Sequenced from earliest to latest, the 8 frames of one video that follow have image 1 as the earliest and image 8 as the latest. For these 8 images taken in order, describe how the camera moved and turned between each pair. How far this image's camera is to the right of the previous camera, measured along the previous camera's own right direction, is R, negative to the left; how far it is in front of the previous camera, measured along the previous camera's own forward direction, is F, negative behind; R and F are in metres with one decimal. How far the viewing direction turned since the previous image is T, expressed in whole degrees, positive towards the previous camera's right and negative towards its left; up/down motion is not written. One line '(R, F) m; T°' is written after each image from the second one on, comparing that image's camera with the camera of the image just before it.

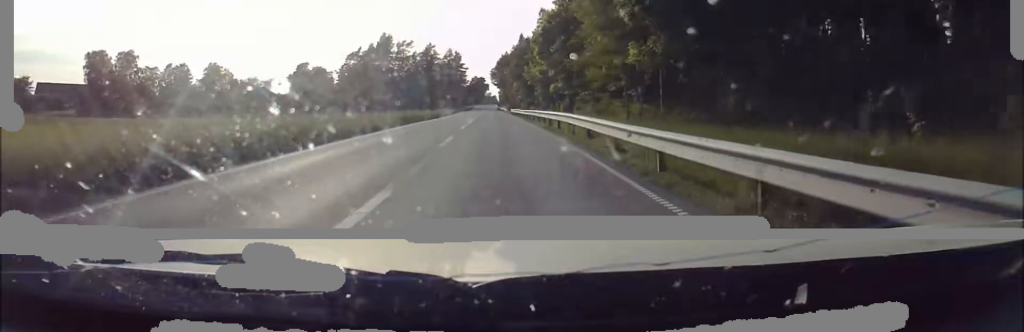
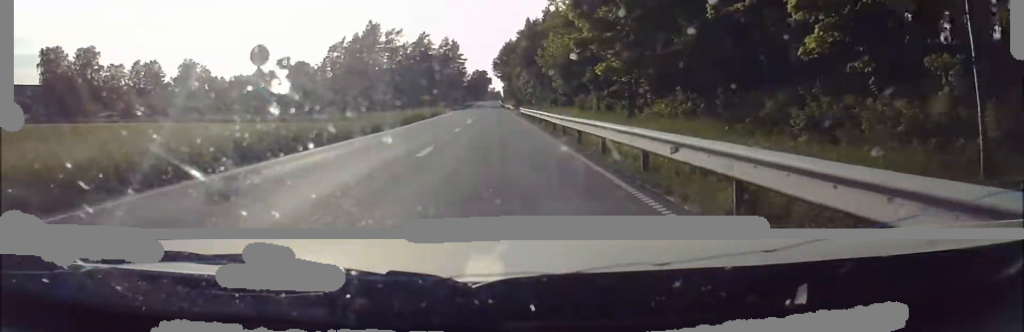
(+0.1, +28.3) m; +1°
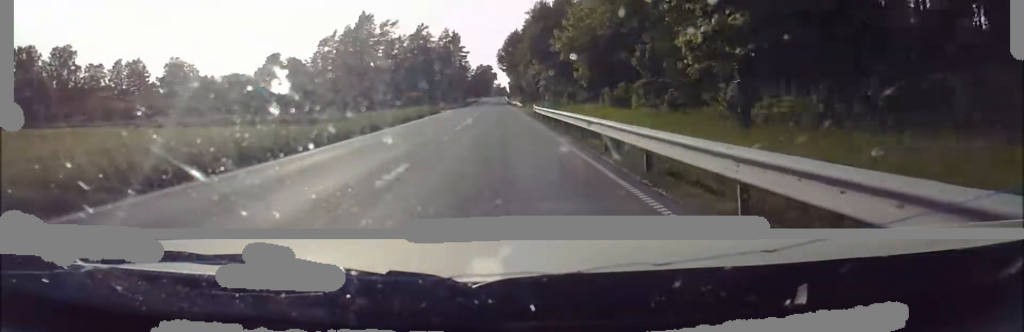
(+0.1, +16.6) m; +1°
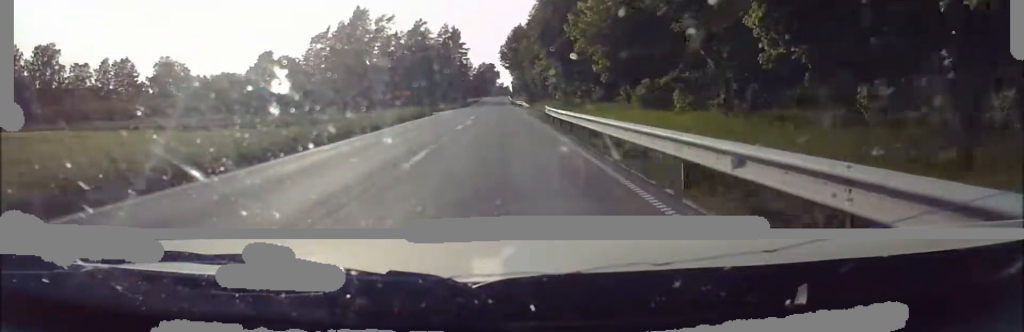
(+0.1, +10.4) m; 0°
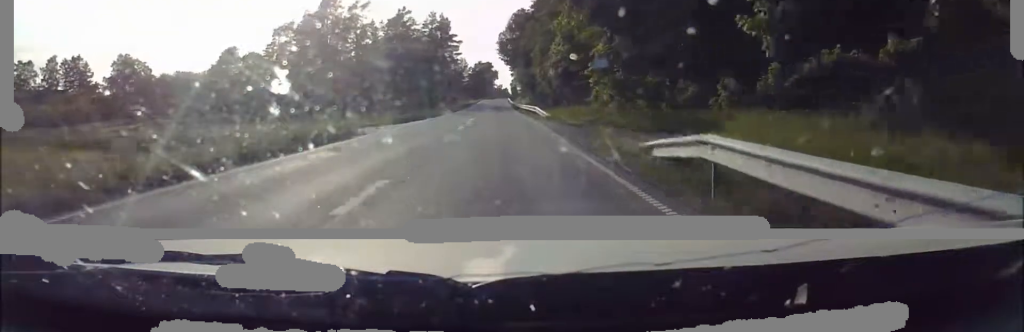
(0.0, +29.9) m; -1°
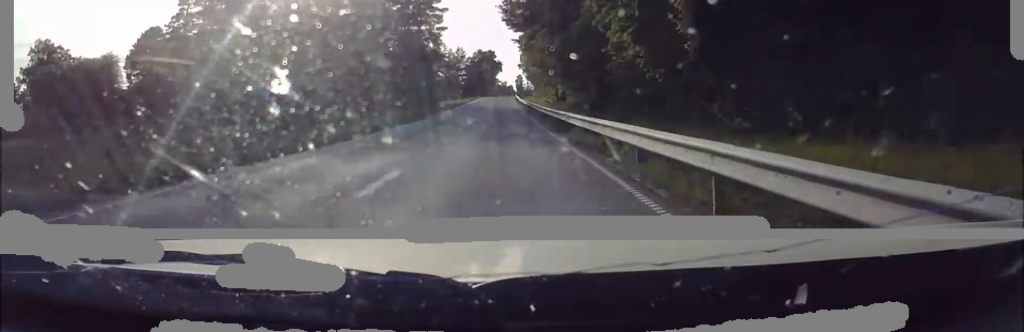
(-0.9, +51.3) m; -1°
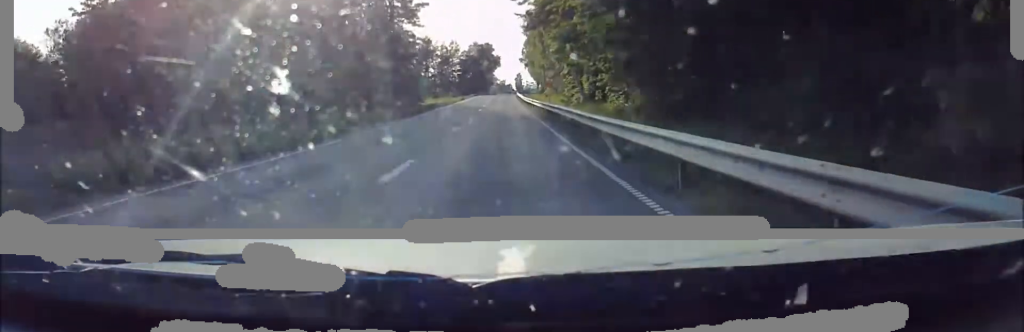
(+0.2, +27.3) m; +1°
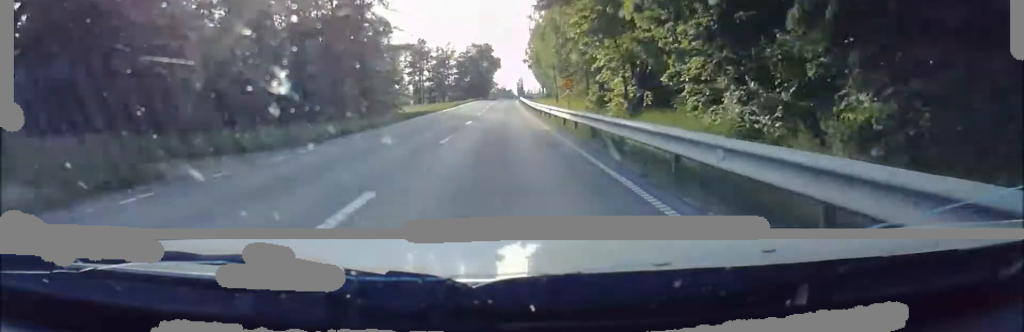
(+0.1, +20.5) m; 0°
